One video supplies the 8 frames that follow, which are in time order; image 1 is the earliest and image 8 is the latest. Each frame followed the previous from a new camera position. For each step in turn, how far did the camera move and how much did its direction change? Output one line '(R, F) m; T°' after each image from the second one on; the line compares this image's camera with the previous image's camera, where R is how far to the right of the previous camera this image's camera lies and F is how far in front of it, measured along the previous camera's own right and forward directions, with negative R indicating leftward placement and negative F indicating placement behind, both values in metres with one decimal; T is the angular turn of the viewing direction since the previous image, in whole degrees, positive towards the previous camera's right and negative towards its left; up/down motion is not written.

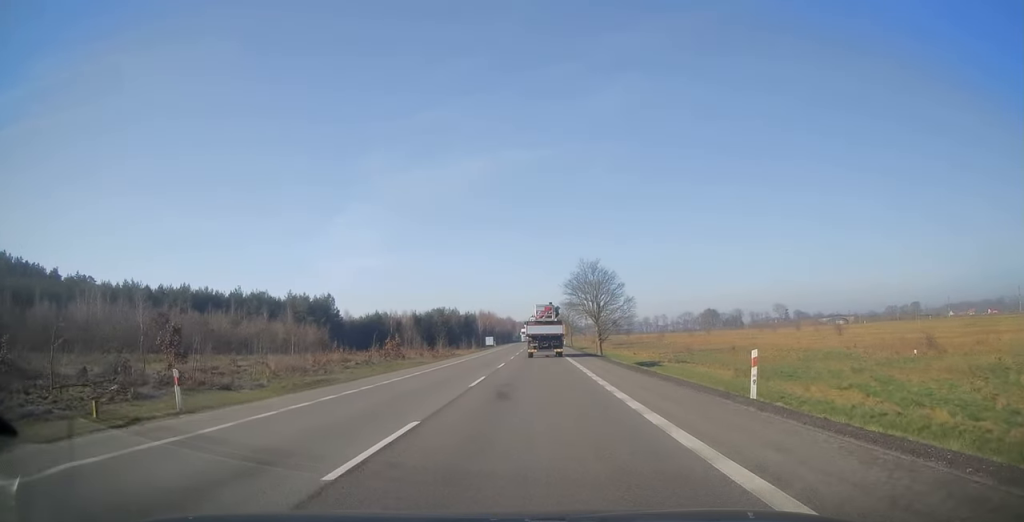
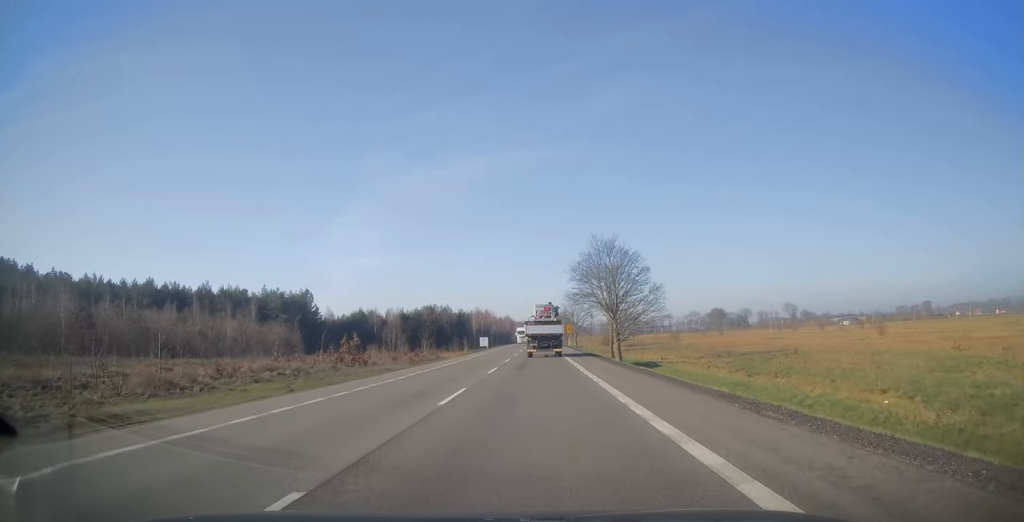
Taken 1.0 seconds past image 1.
(0.0, +16.9) m; 0°
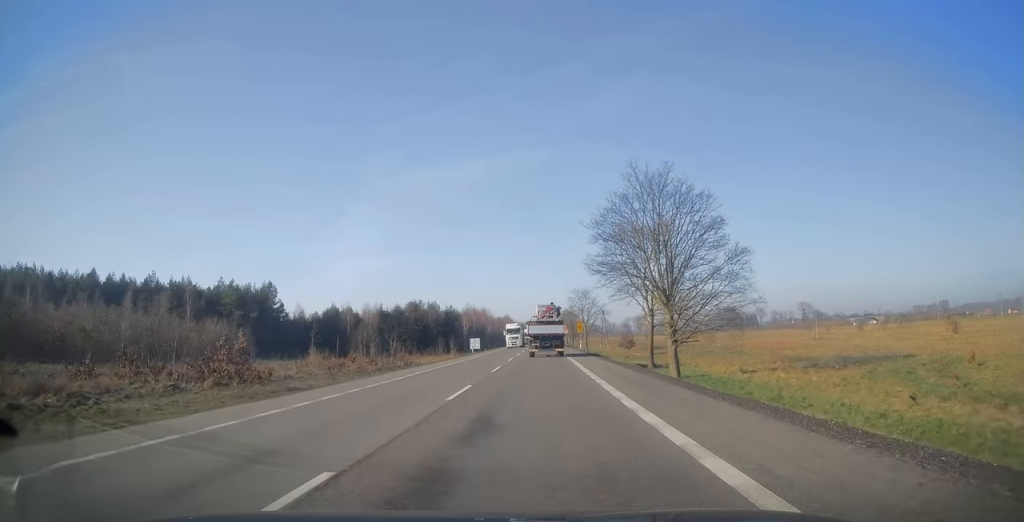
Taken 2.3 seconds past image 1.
(0.0, +23.0) m; 0°
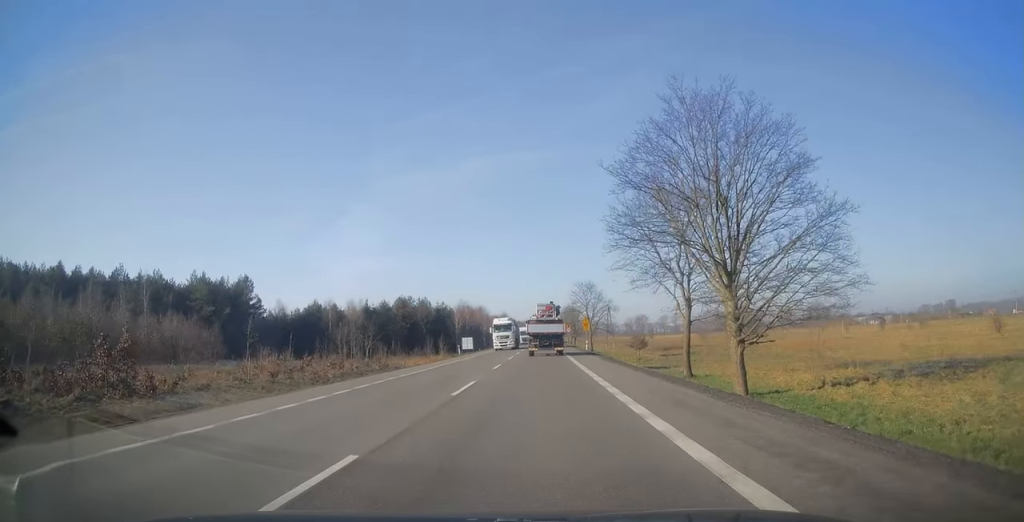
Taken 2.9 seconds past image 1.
(0.0, +11.0) m; +1°
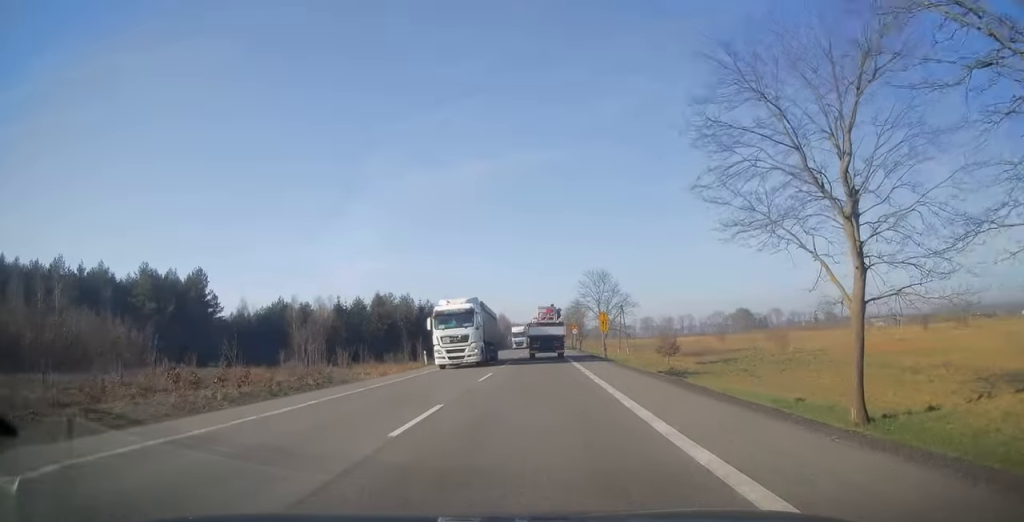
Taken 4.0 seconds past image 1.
(+0.2, +18.0) m; 0°
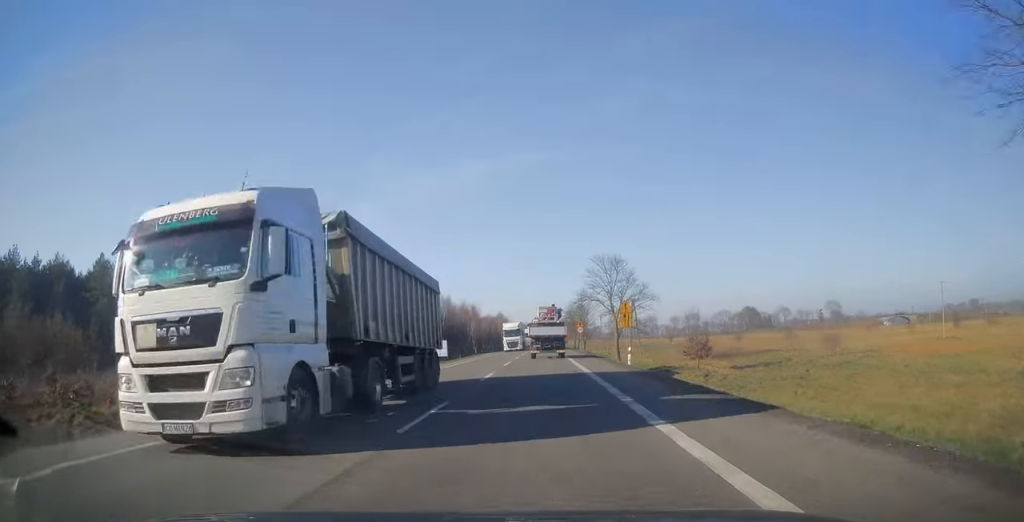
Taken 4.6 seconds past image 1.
(0.0, +11.7) m; 0°
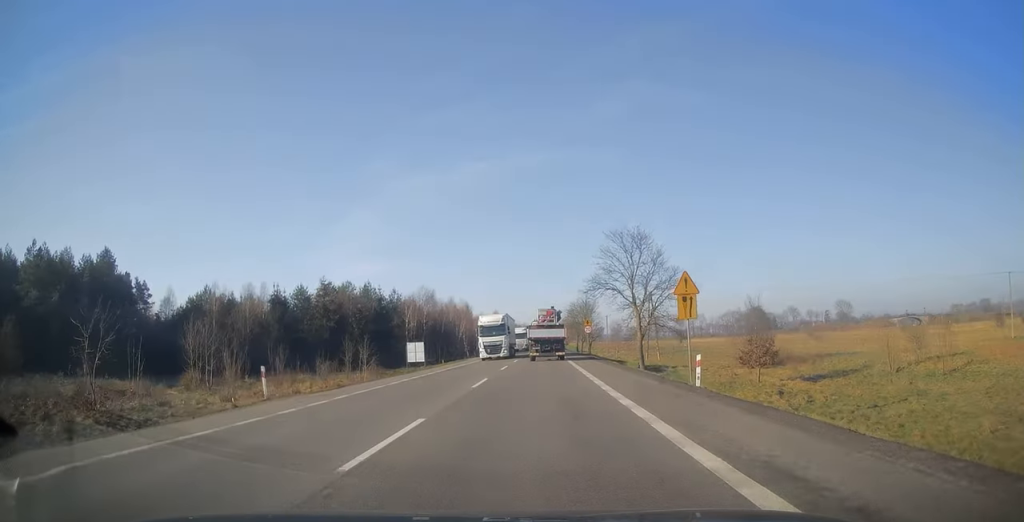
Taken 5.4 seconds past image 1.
(-0.1, +14.4) m; -1°
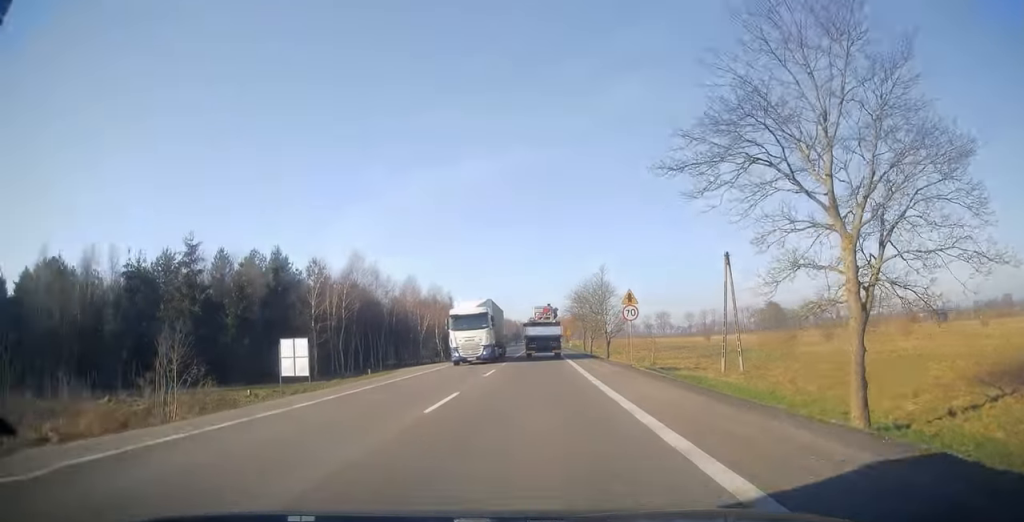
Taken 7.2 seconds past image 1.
(-0.5, +31.1) m; -1°
